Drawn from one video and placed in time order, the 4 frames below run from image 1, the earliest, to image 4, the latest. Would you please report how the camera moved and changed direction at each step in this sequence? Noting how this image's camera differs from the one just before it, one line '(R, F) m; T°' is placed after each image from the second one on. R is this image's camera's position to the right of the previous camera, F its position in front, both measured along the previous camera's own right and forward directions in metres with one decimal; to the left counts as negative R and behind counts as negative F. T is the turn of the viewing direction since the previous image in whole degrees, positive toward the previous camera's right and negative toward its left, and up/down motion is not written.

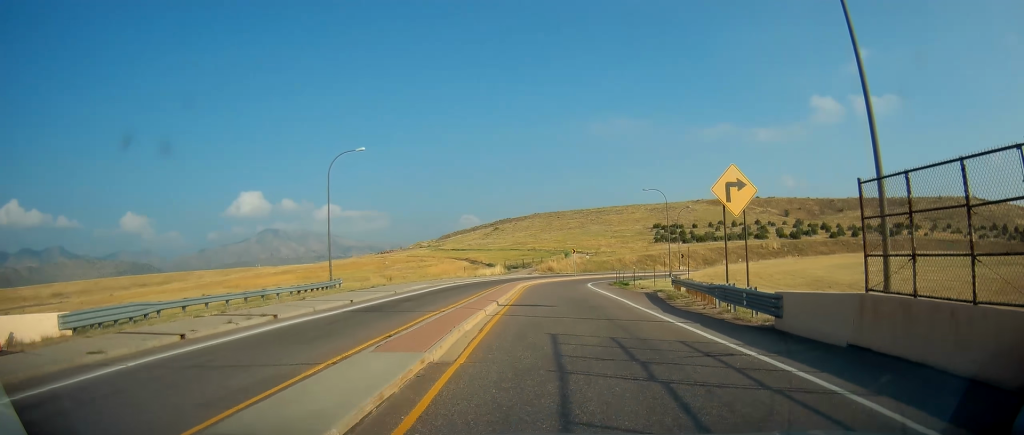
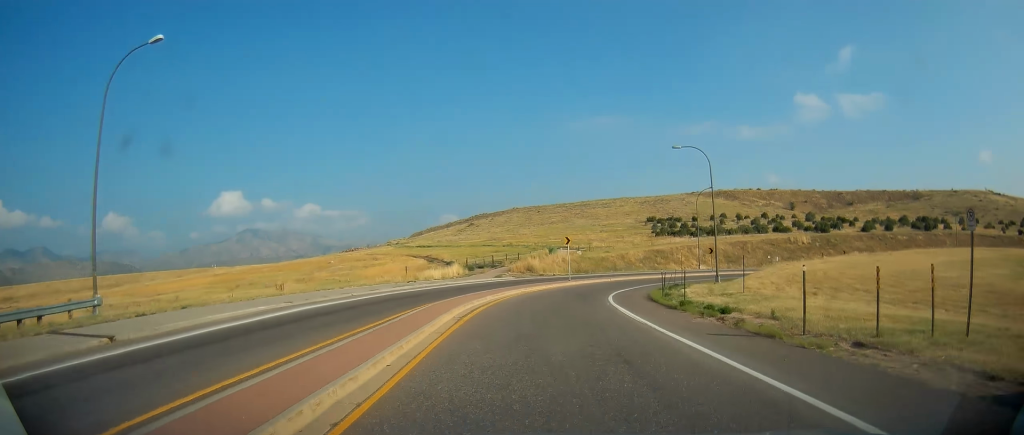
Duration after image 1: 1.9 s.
(+0.5, +26.5) m; +3°
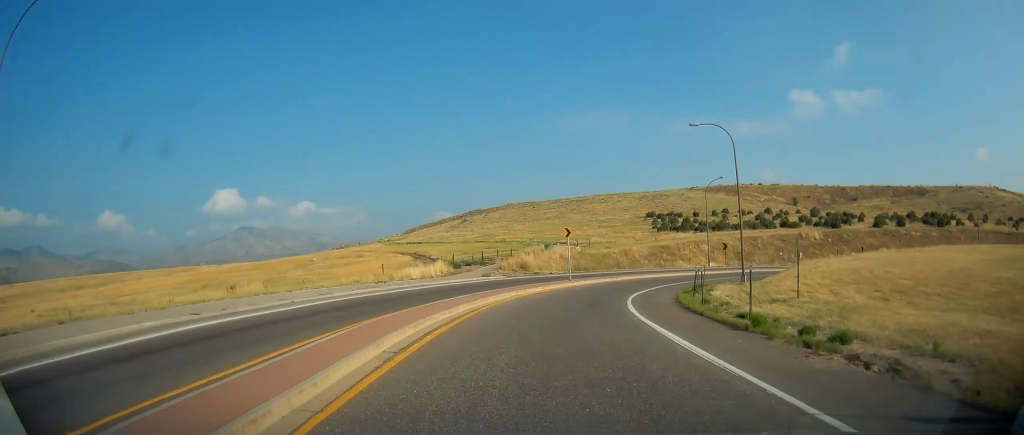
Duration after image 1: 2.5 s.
(+0.1, +7.2) m; +1°
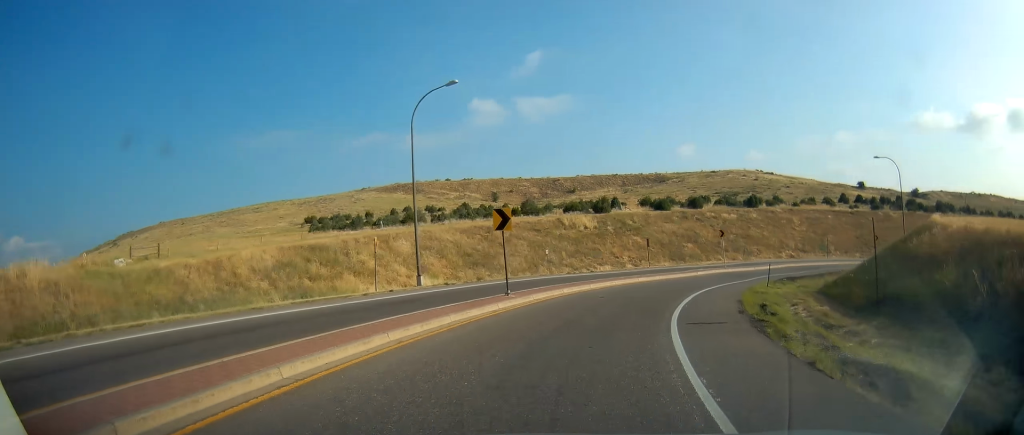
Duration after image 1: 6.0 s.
(+8.2, +43.8) m; +29°
